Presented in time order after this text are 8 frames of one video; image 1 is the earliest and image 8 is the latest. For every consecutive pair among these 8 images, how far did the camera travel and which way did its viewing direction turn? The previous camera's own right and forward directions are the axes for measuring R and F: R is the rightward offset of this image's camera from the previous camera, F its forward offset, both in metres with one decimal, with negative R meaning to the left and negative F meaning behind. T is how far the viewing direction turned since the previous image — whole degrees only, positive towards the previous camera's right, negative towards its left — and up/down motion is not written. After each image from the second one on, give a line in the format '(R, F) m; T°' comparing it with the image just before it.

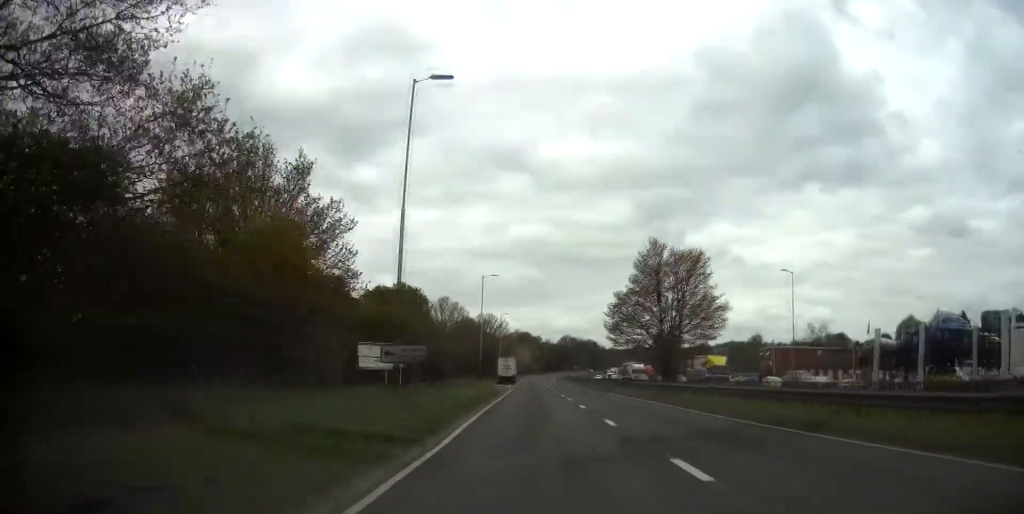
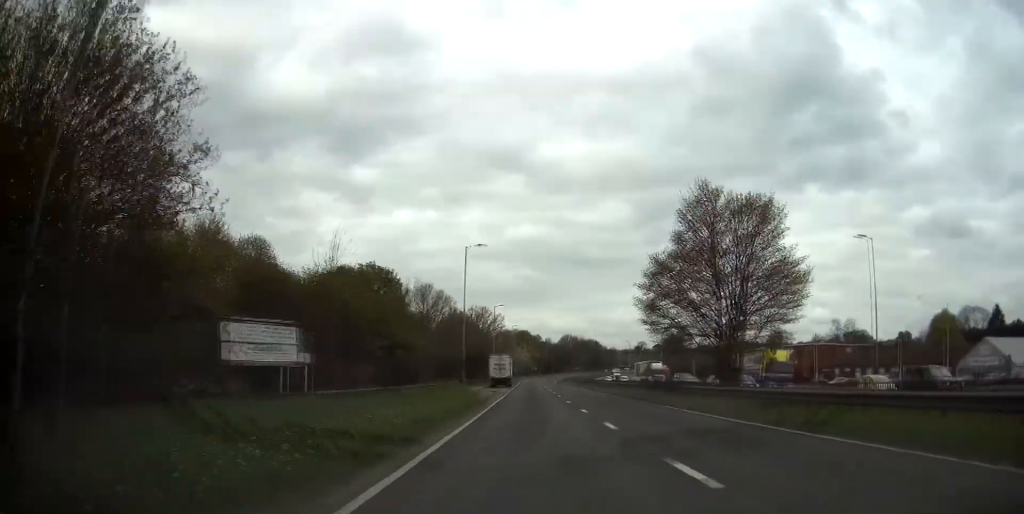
(0.0, +18.0) m; 0°
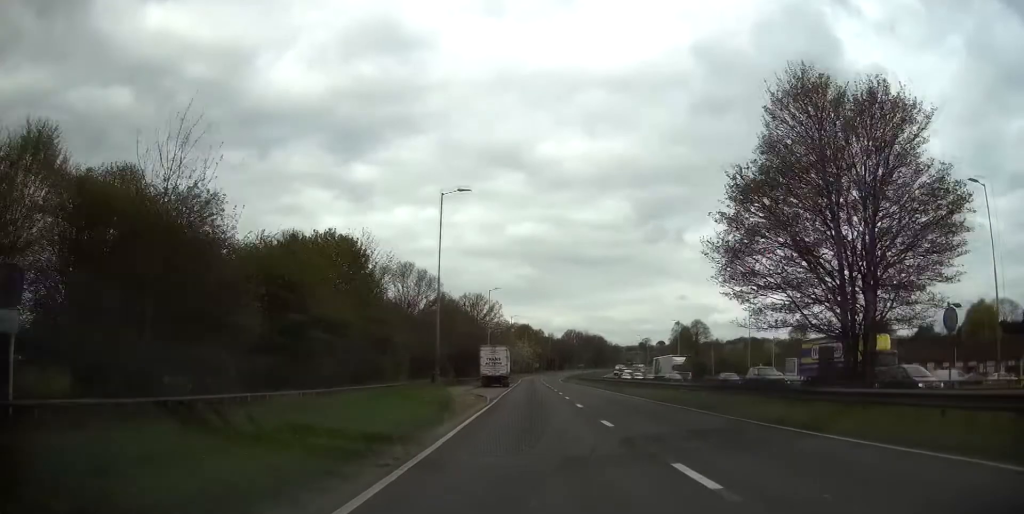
(0.0, +16.0) m; 0°
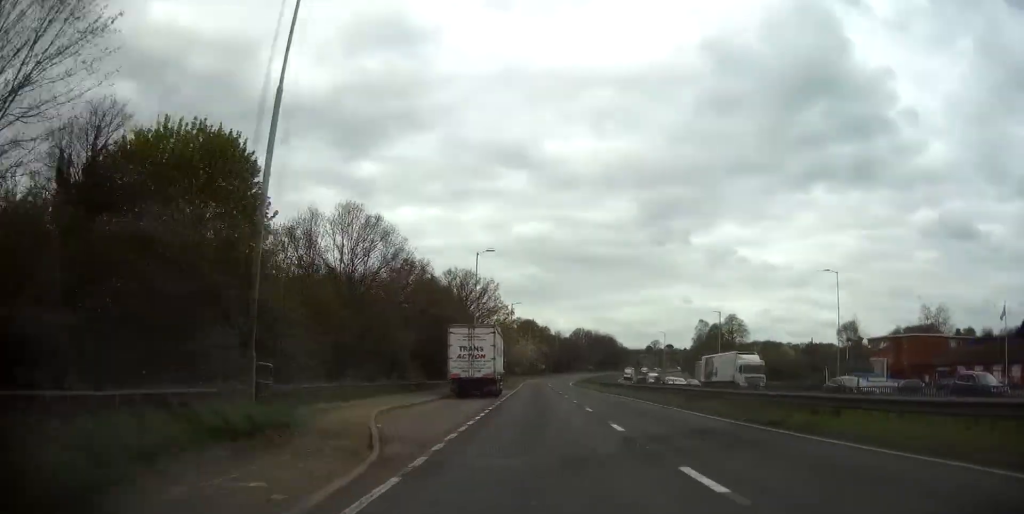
(-0.2, +26.6) m; -1°
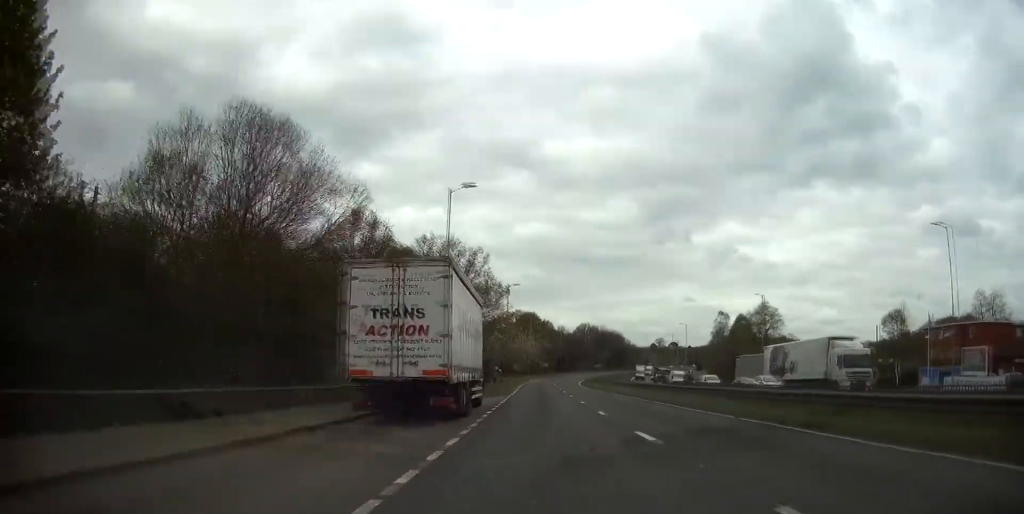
(0.0, +20.2) m; 0°
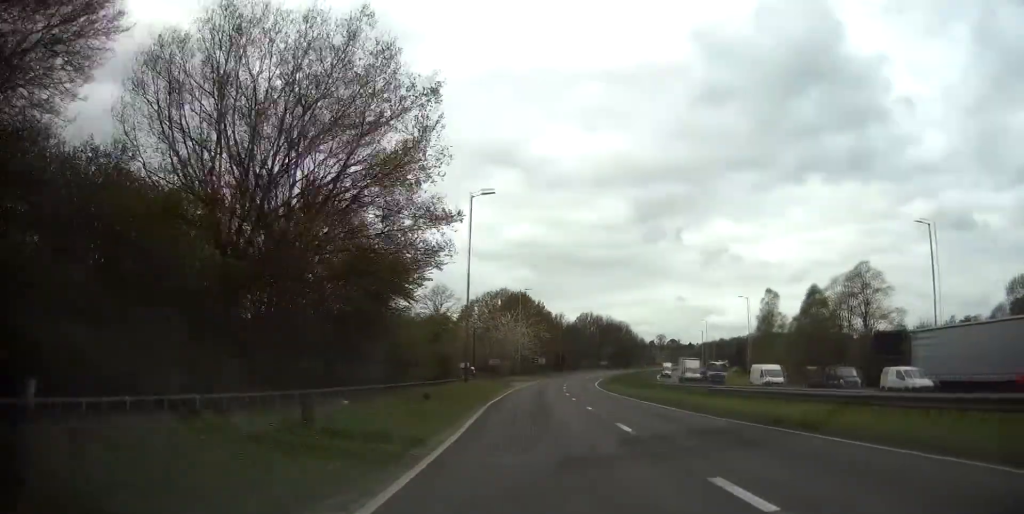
(+0.3, +41.2) m; +1°
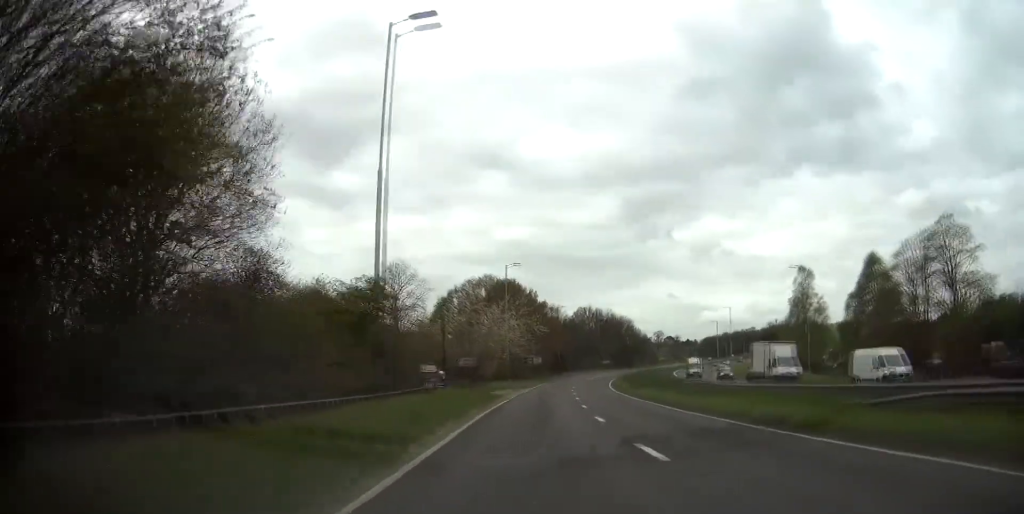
(+0.1, +21.2) m; +1°
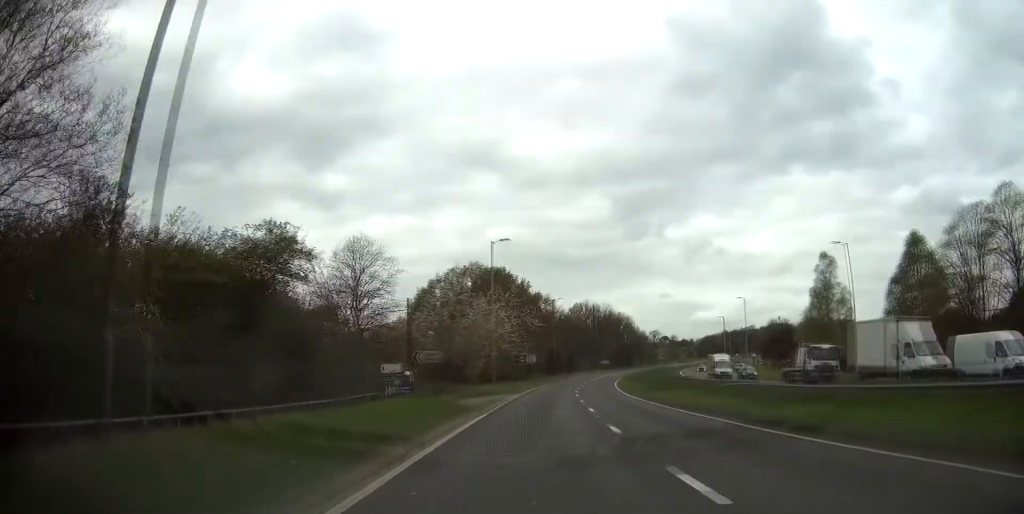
(0.0, +11.7) m; 0°
